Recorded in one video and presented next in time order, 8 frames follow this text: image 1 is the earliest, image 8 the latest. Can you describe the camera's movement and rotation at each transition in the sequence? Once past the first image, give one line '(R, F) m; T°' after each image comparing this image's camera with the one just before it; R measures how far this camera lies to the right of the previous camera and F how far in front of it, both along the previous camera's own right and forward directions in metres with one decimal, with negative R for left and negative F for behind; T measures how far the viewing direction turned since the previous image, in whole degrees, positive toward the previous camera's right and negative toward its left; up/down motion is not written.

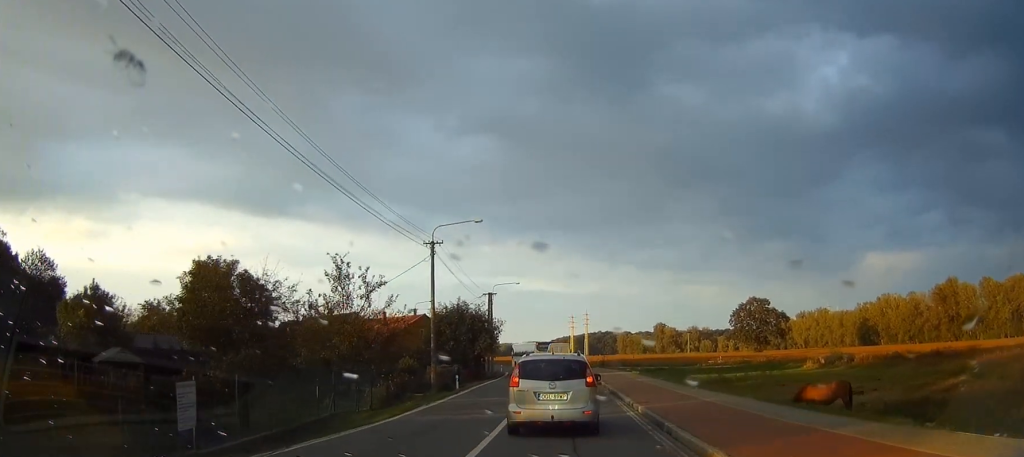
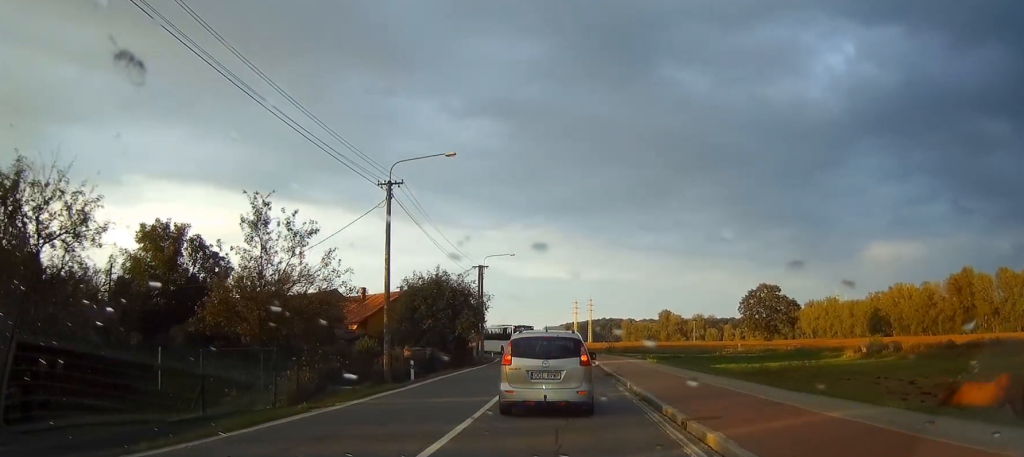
(0.0, +11.6) m; 0°
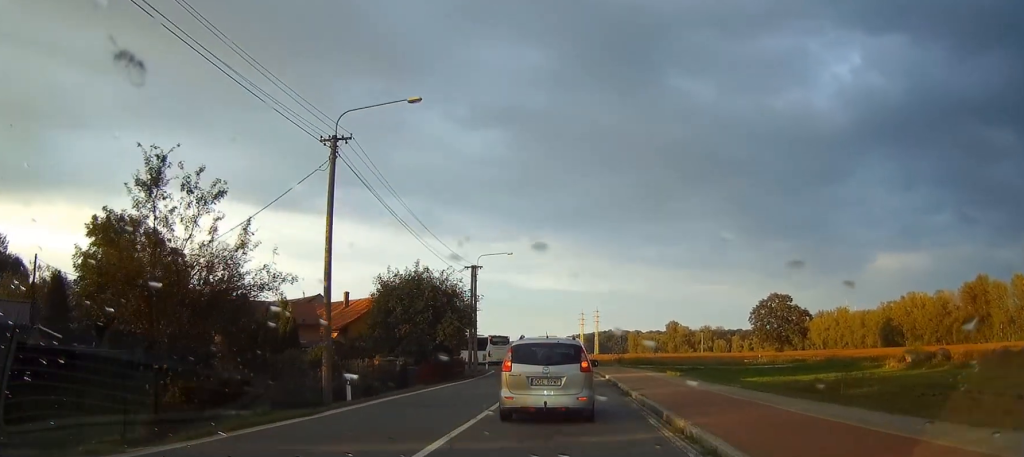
(0.0, +8.8) m; 0°
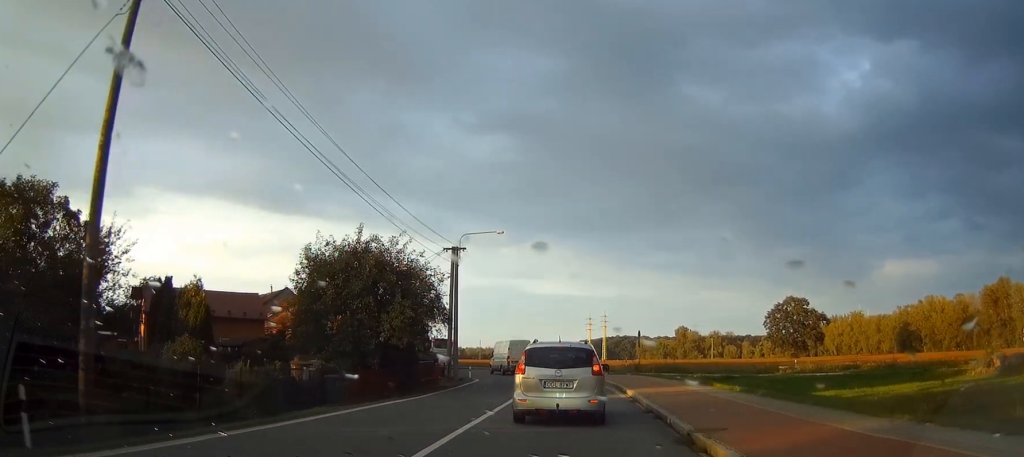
(0.0, +13.6) m; 0°
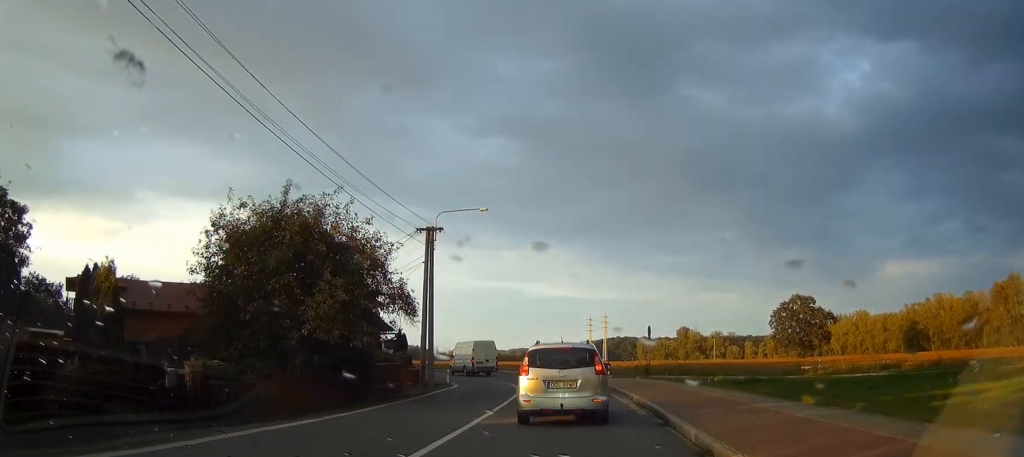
(0.0, +8.5) m; 0°
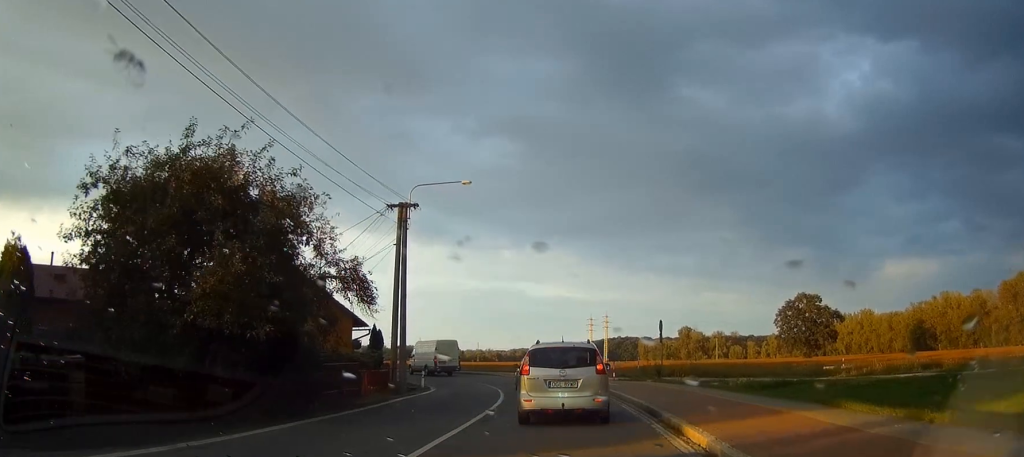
(0.0, +6.8) m; 0°
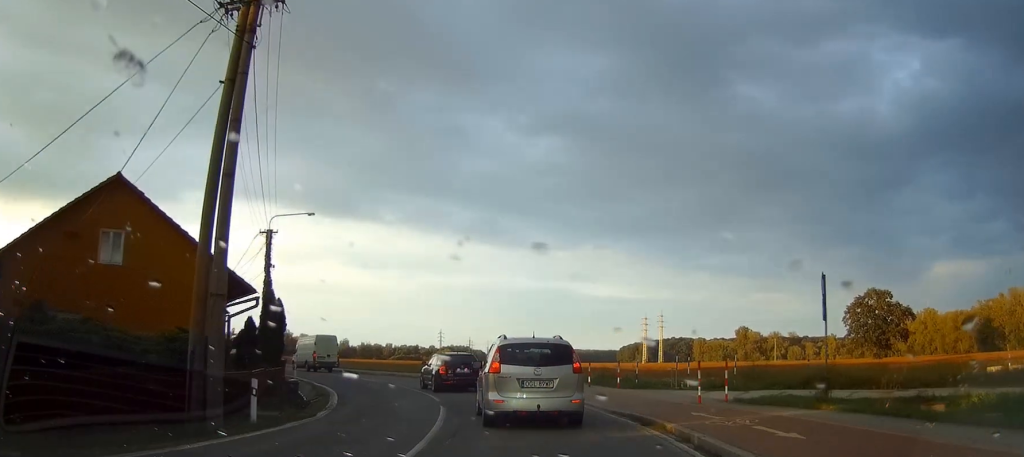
(-0.5, +21.8) m; -4°
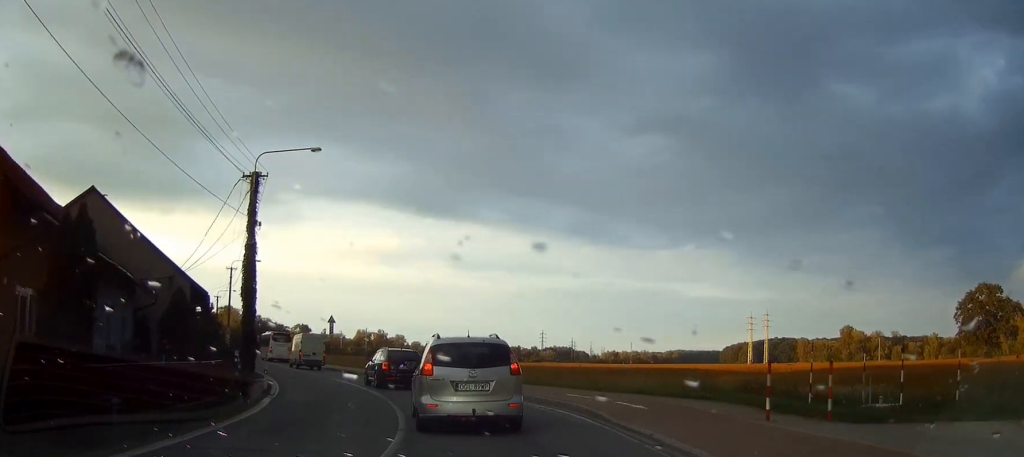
(-0.7, +15.0) m; -7°
